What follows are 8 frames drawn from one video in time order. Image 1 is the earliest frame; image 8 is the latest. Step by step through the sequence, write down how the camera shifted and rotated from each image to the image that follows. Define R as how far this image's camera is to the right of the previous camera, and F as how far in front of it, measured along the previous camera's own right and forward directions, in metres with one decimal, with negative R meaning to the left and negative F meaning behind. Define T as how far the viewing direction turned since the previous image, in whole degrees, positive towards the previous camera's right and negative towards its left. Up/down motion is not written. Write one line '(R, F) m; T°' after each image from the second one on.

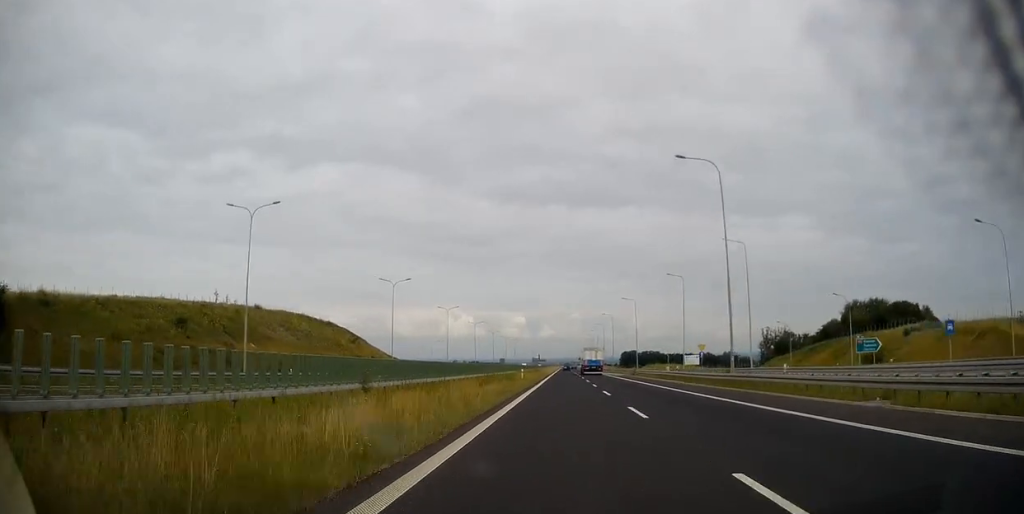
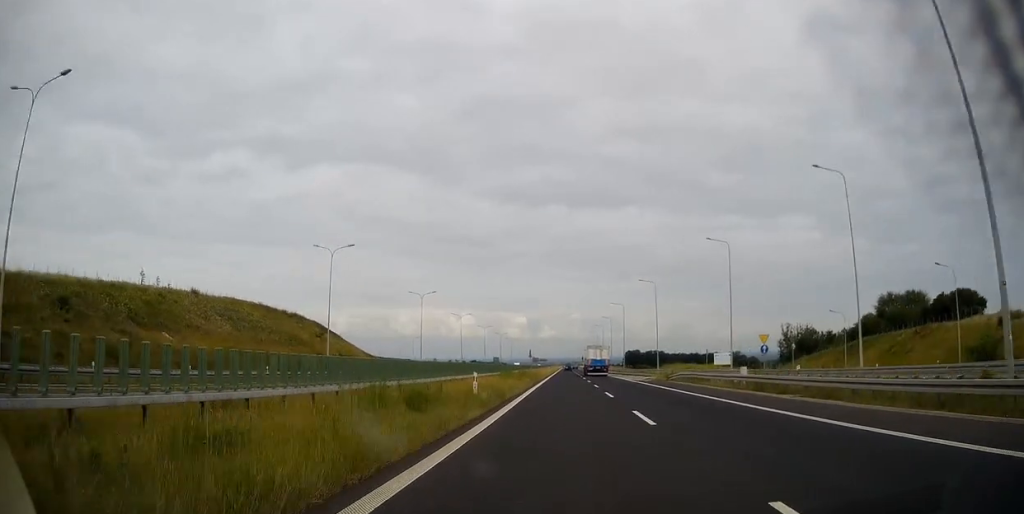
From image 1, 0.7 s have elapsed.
(0.0, +25.4) m; 0°
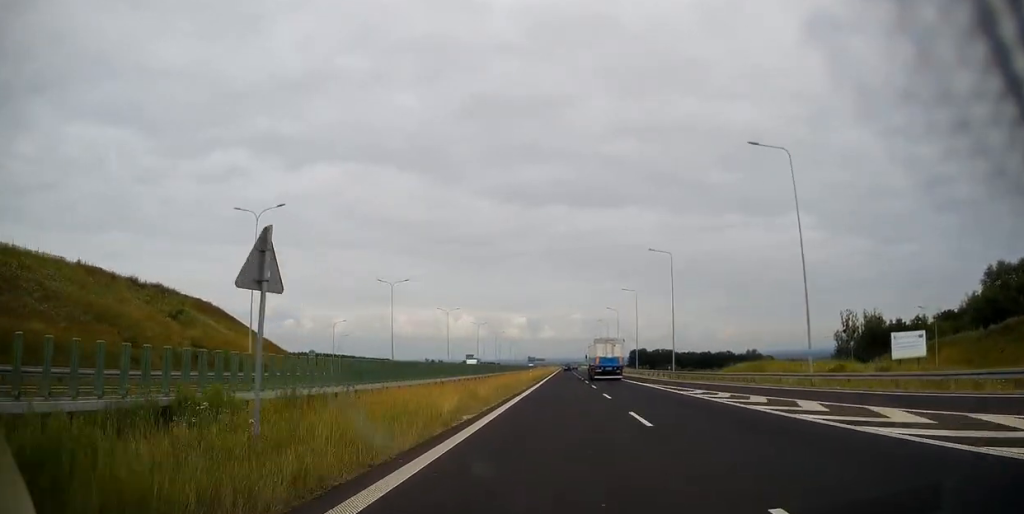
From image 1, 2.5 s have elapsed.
(0.0, +59.9) m; 0°
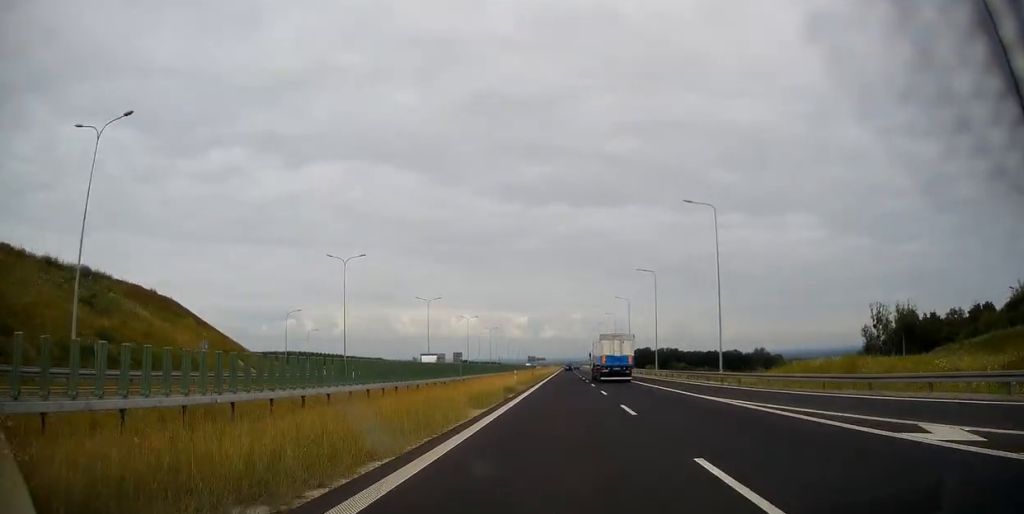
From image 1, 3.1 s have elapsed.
(0.0, +20.7) m; 0°
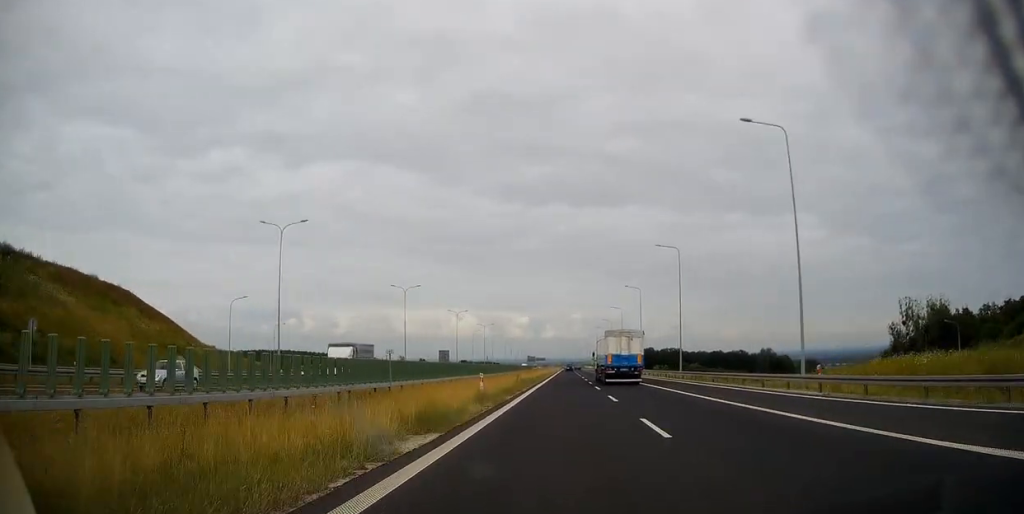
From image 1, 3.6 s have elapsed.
(0.0, +17.3) m; 0°
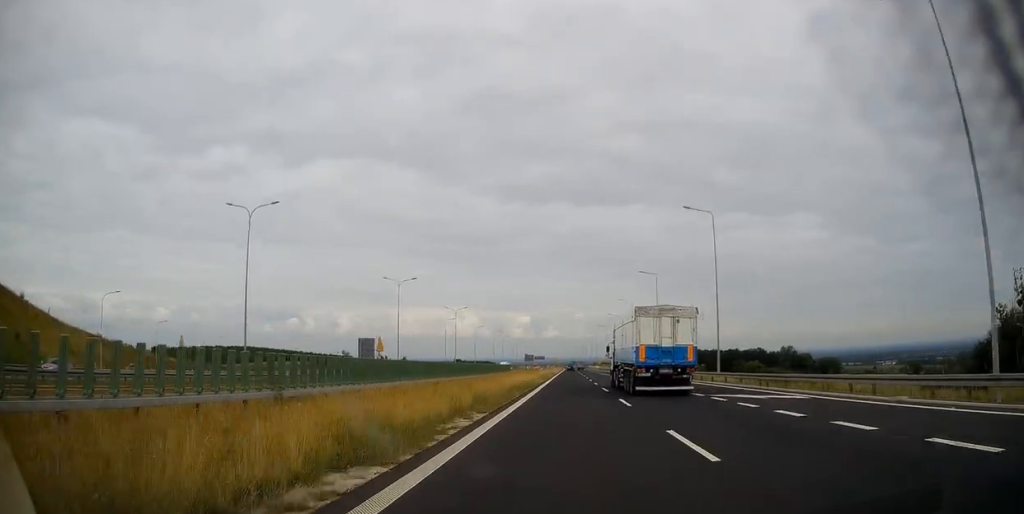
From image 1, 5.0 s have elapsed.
(-0.2, +50.6) m; 0°
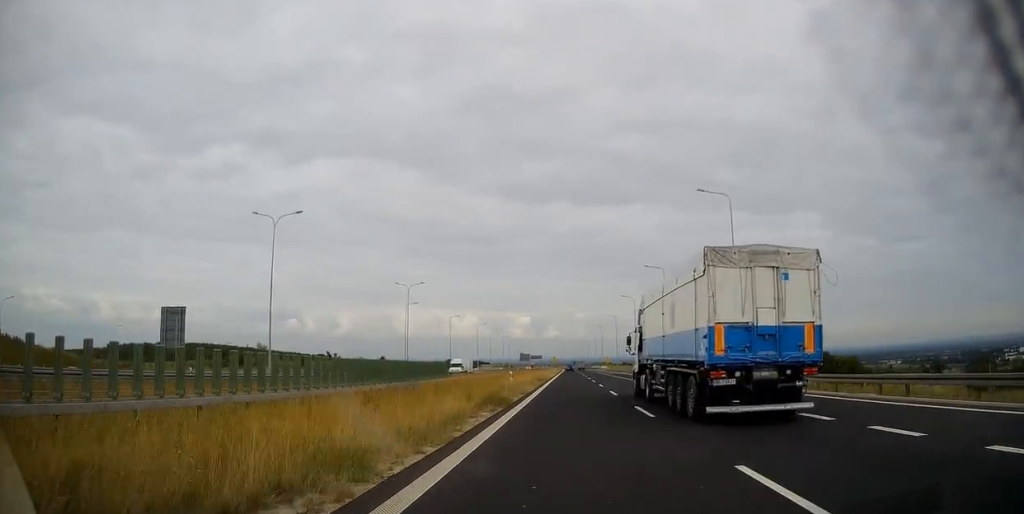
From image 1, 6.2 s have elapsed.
(+0.1, +40.3) m; 0°
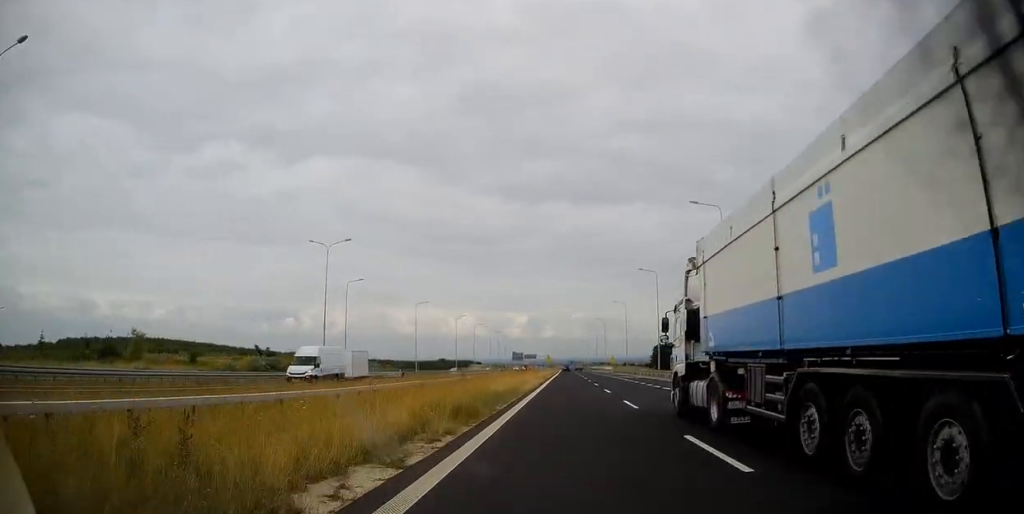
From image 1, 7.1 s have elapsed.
(0.0, +32.2) m; 0°
